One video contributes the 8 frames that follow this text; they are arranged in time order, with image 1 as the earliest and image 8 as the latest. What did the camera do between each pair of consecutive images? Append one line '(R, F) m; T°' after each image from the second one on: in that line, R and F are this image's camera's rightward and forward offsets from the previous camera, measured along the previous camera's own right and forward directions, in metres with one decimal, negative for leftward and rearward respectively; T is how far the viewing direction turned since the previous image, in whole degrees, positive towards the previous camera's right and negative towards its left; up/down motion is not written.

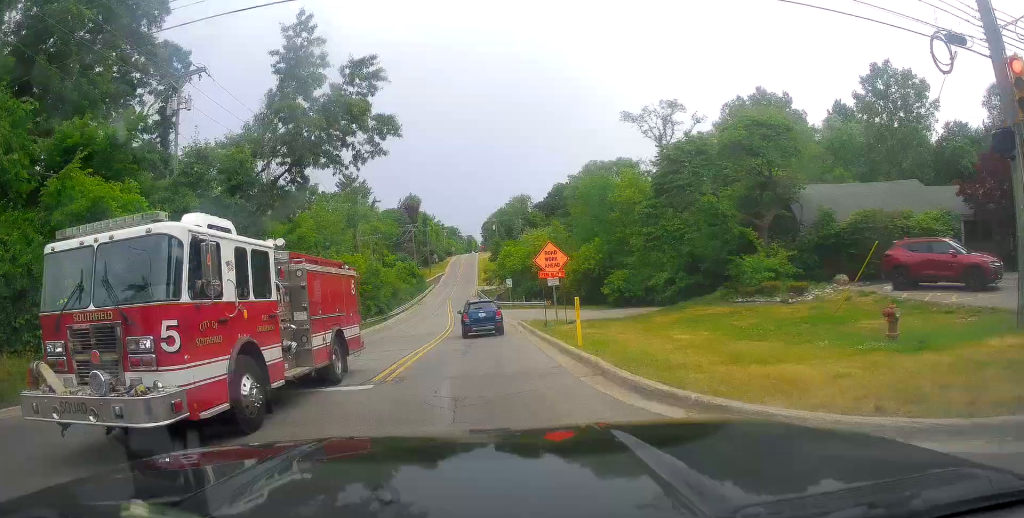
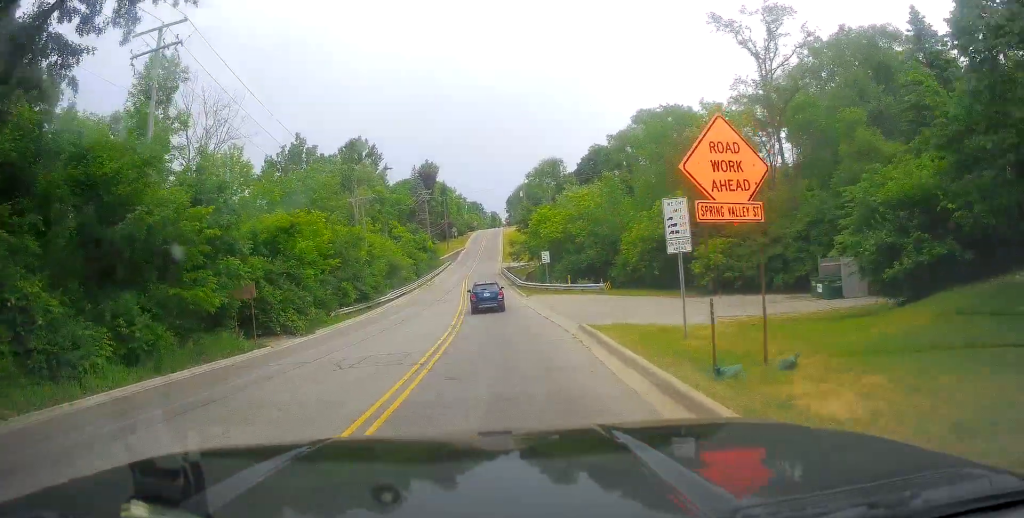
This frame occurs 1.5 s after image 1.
(-0.4, +17.4) m; -1°
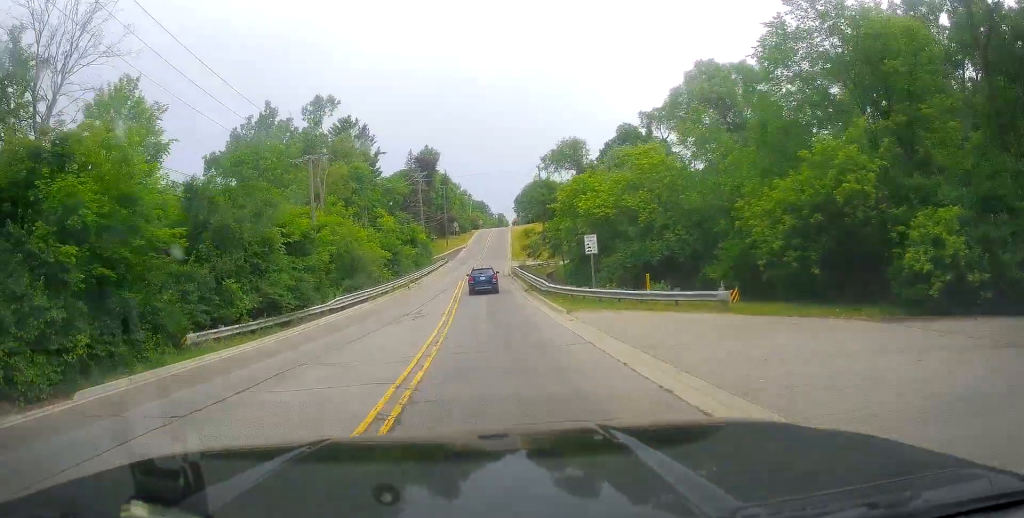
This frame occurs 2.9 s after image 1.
(-0.2, +19.4) m; -3°
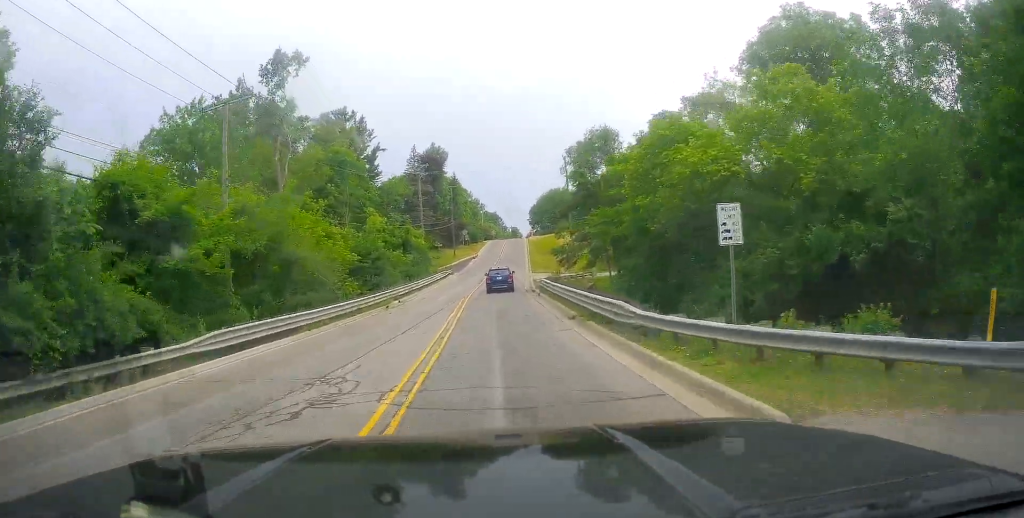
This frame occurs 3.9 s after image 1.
(-0.6, +15.8) m; -2°
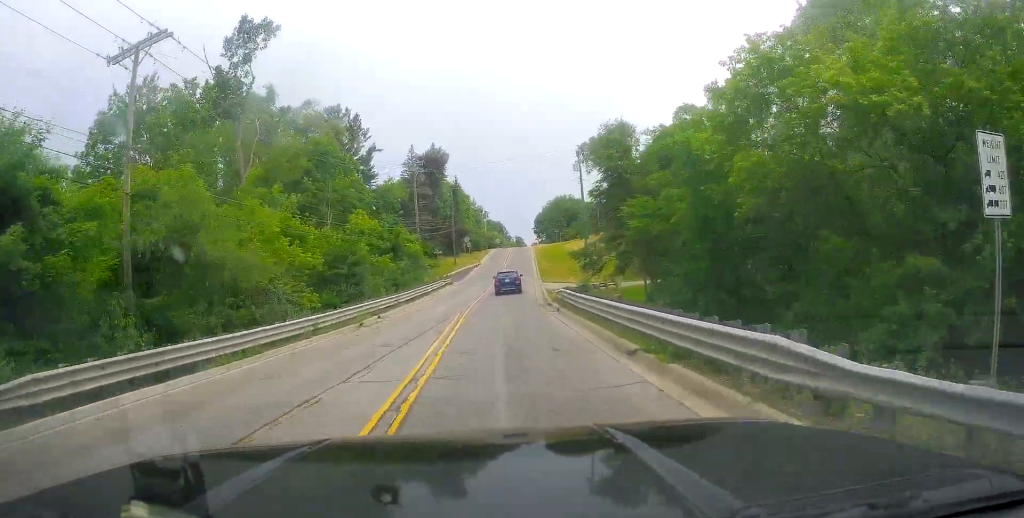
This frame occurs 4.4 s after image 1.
(-0.1, +8.0) m; 0°
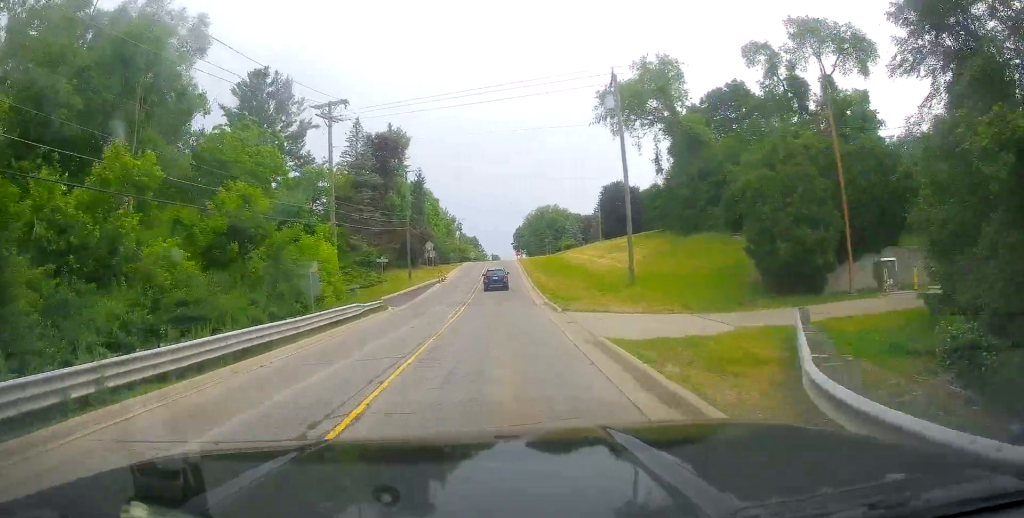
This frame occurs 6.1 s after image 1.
(+1.2, +27.2) m; +3°
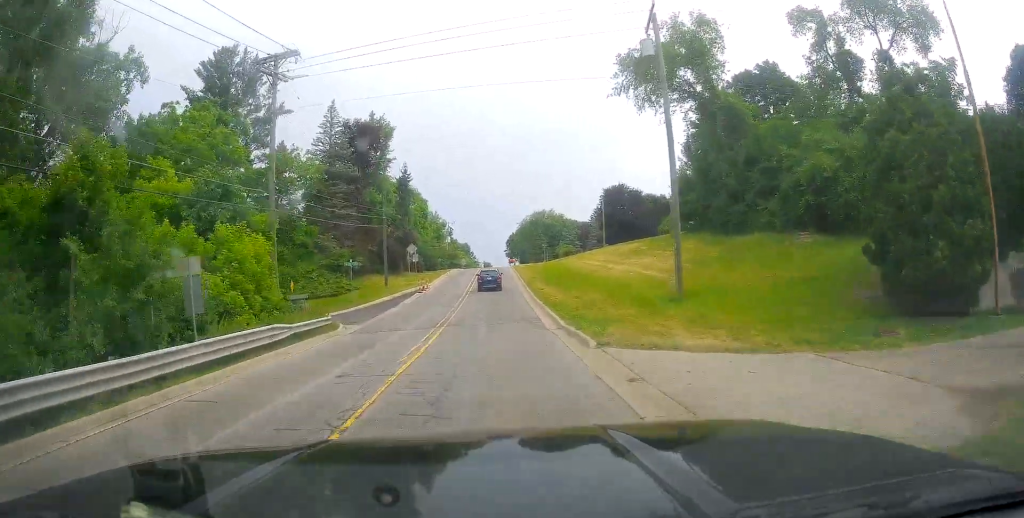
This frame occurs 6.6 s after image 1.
(+0.1, +9.6) m; 0°
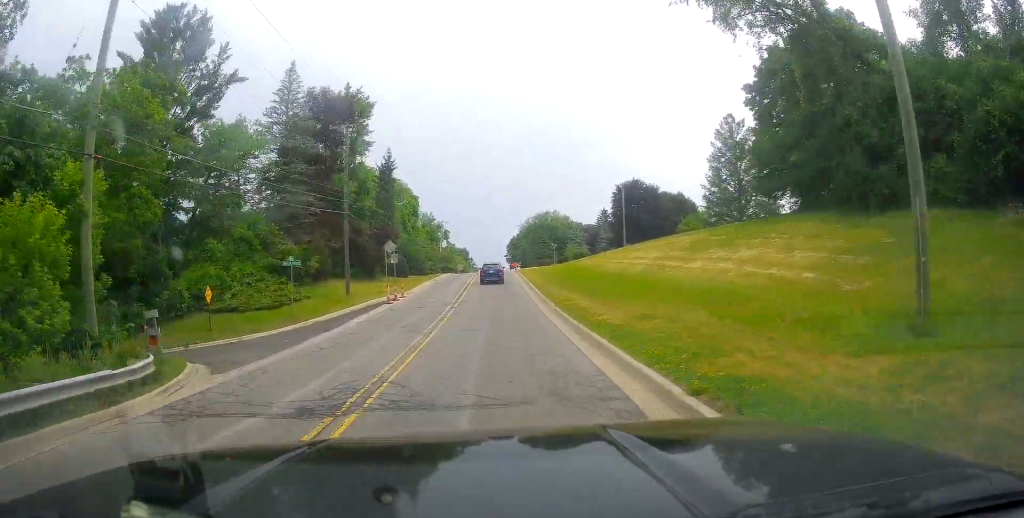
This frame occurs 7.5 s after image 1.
(-0.3, +14.3) m; +1°
